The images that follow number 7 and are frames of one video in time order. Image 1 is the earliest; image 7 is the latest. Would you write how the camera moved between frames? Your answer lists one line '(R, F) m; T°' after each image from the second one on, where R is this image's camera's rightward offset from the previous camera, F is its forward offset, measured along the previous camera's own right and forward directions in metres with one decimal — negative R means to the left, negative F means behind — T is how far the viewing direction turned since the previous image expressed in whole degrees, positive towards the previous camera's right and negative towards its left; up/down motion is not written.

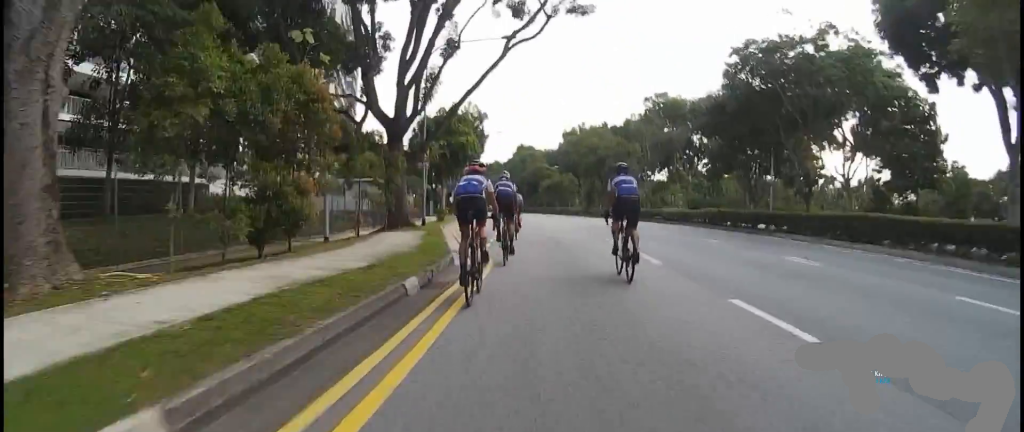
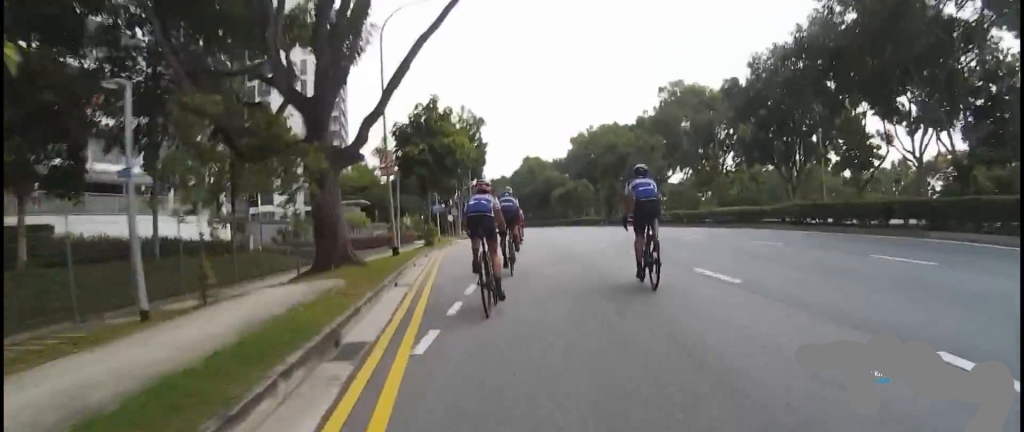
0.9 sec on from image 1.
(0.0, +8.6) m; -1°
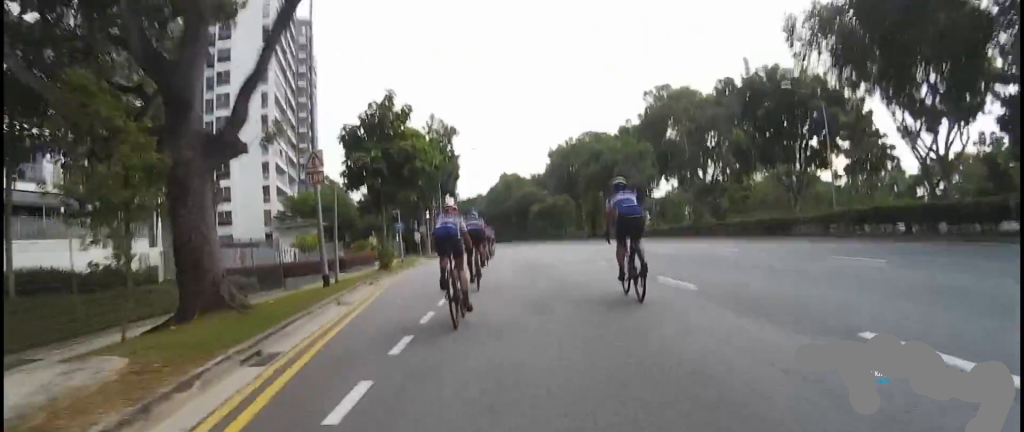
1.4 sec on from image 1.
(+0.1, +5.1) m; -2°
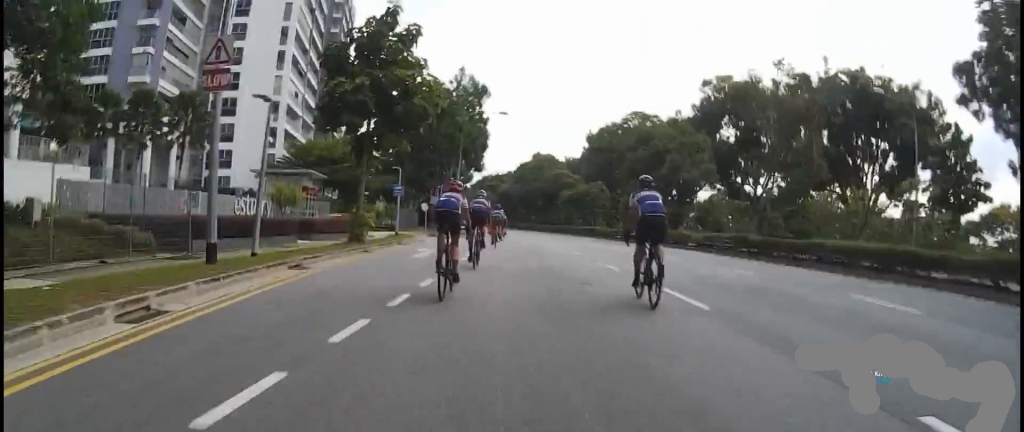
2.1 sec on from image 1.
(-0.2, +6.5) m; -1°
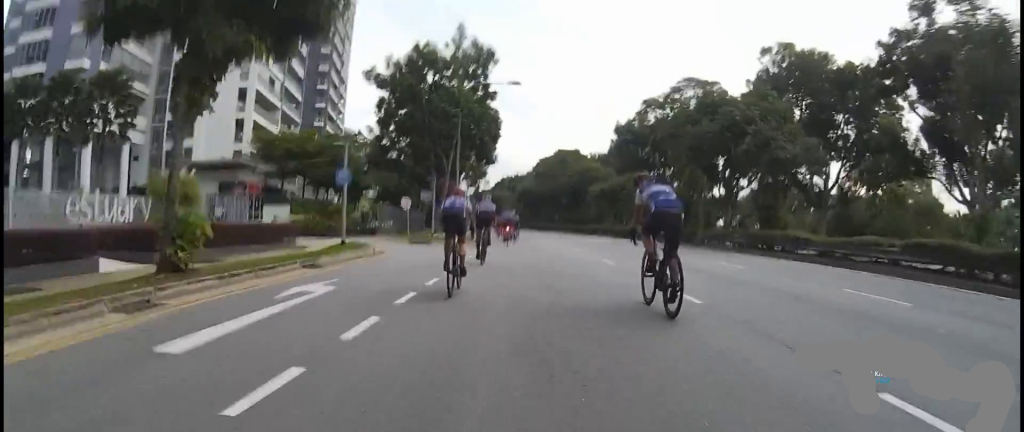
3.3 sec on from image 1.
(-0.1, +11.0) m; -3°
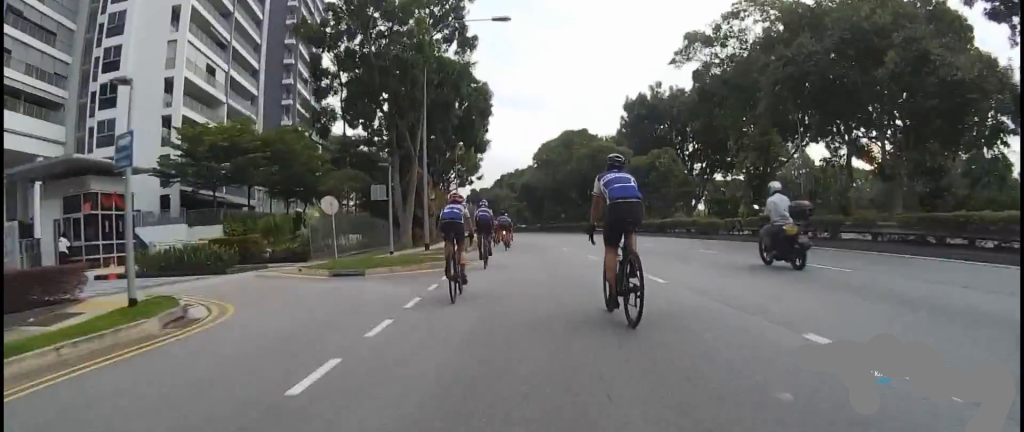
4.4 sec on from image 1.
(-0.8, +11.1) m; -1°
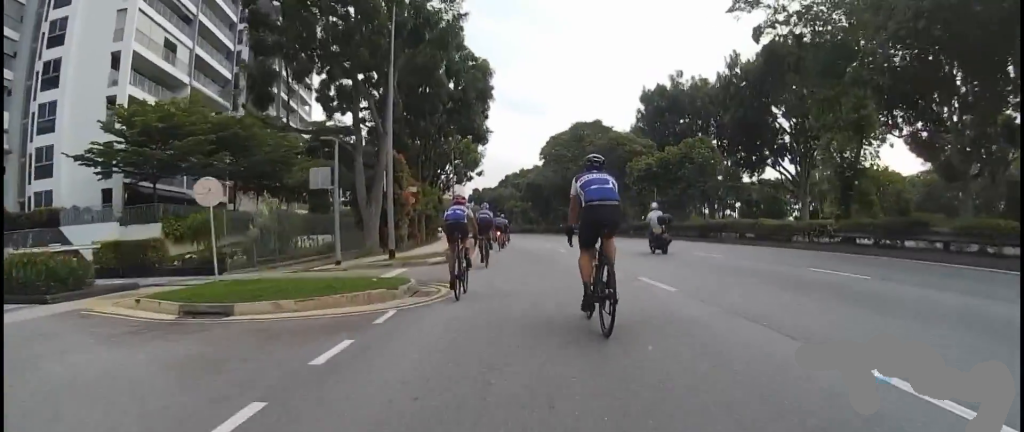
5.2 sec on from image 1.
(+0.4, +7.3) m; 0°
